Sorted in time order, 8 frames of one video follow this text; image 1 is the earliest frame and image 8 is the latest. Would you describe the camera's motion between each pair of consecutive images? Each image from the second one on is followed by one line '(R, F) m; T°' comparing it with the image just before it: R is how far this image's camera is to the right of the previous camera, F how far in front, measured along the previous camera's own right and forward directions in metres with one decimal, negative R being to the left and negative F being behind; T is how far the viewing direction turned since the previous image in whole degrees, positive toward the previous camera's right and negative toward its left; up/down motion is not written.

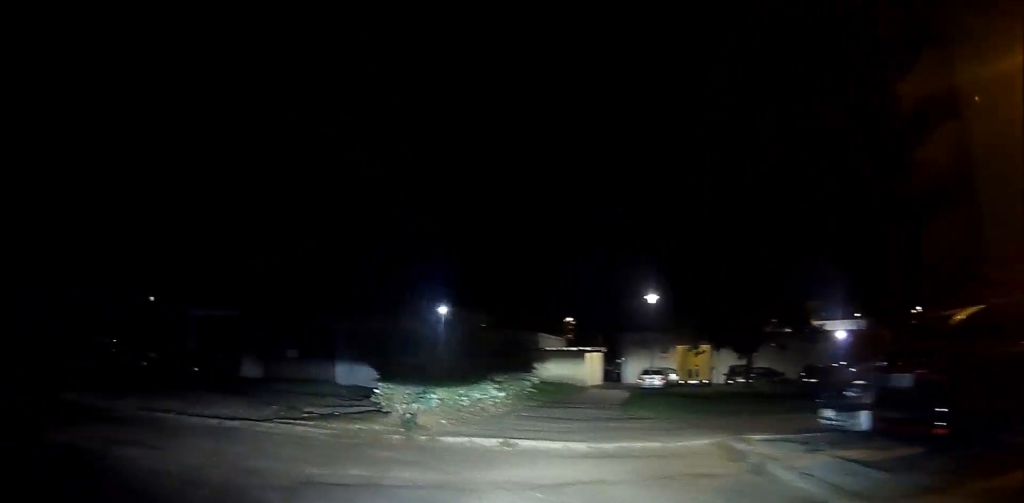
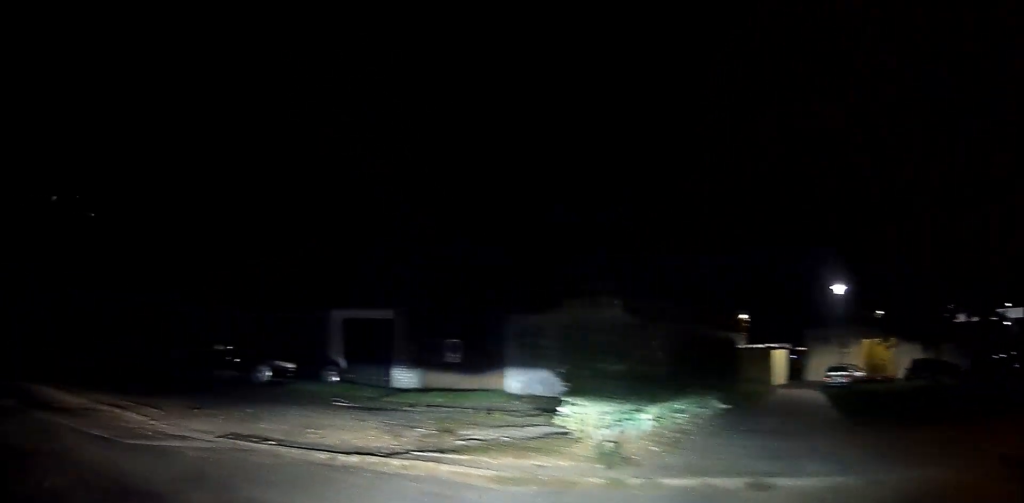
(-0.4, +2.4) m; -16°
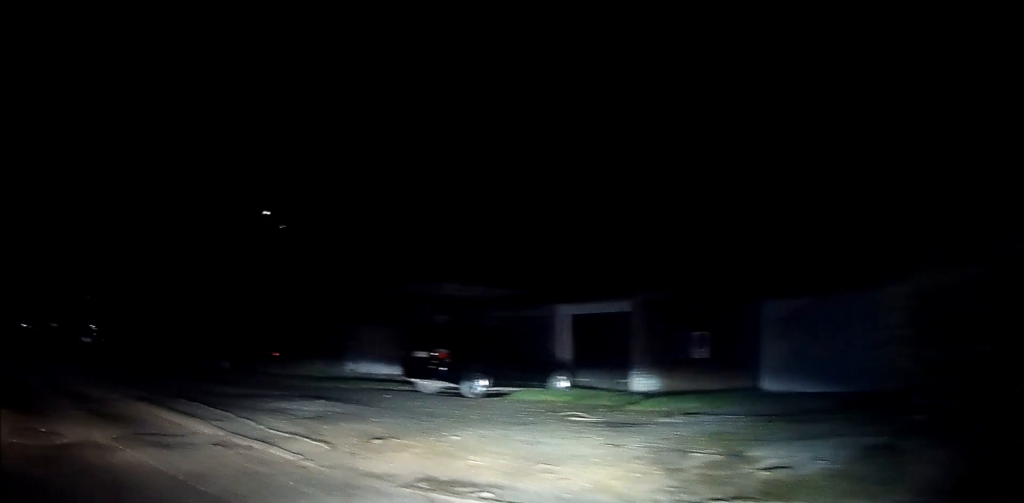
(-0.3, +2.3) m; -20°
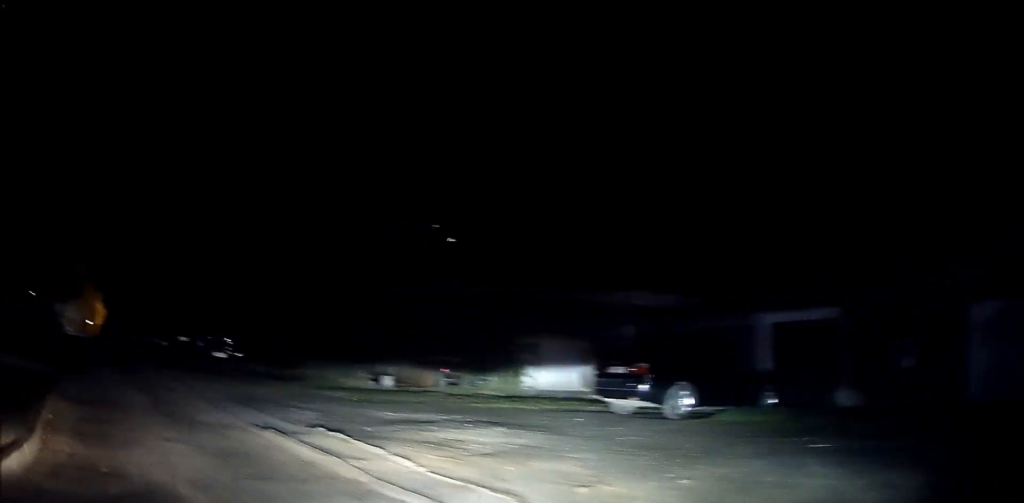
(-0.3, +1.8) m; -15°
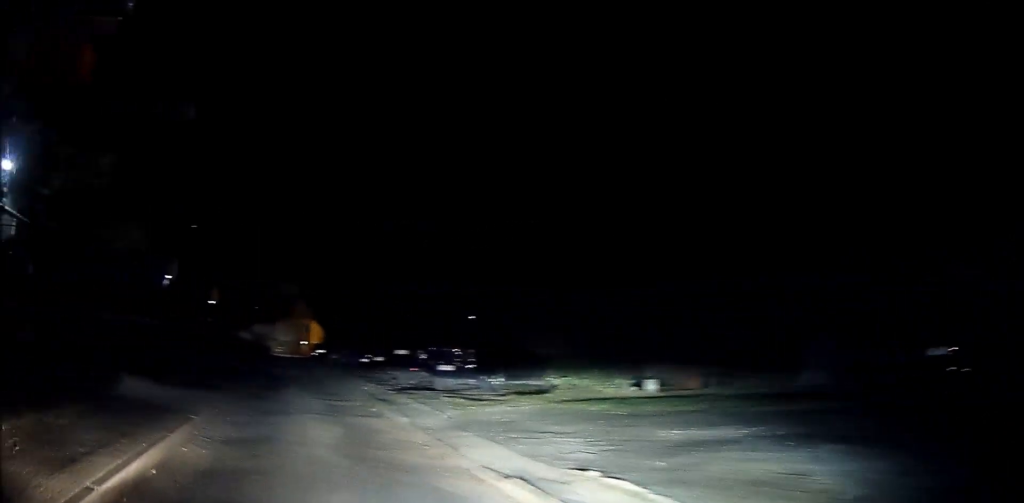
(-0.7, +3.0) m; -16°
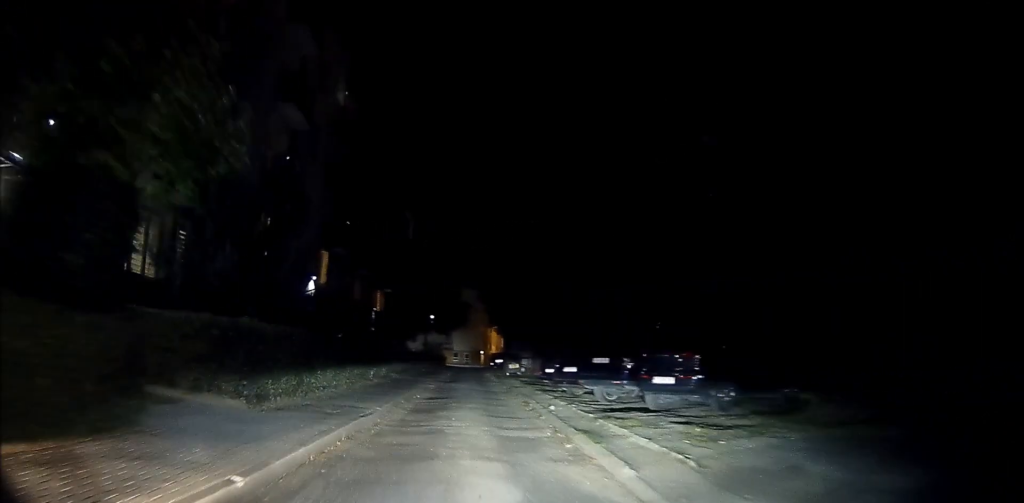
(-0.3, +4.3) m; -4°
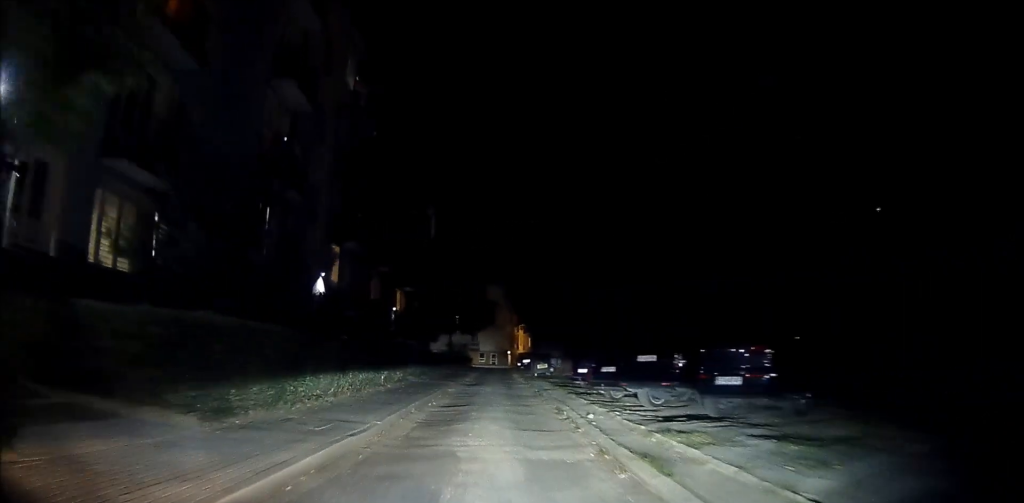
(0.0, +2.2) m; 0°
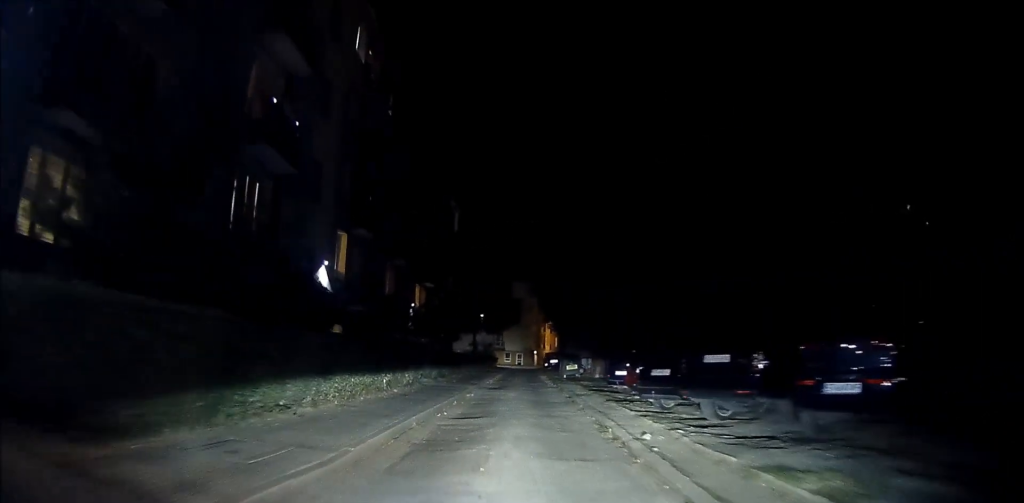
(0.0, +2.9) m; -1°
